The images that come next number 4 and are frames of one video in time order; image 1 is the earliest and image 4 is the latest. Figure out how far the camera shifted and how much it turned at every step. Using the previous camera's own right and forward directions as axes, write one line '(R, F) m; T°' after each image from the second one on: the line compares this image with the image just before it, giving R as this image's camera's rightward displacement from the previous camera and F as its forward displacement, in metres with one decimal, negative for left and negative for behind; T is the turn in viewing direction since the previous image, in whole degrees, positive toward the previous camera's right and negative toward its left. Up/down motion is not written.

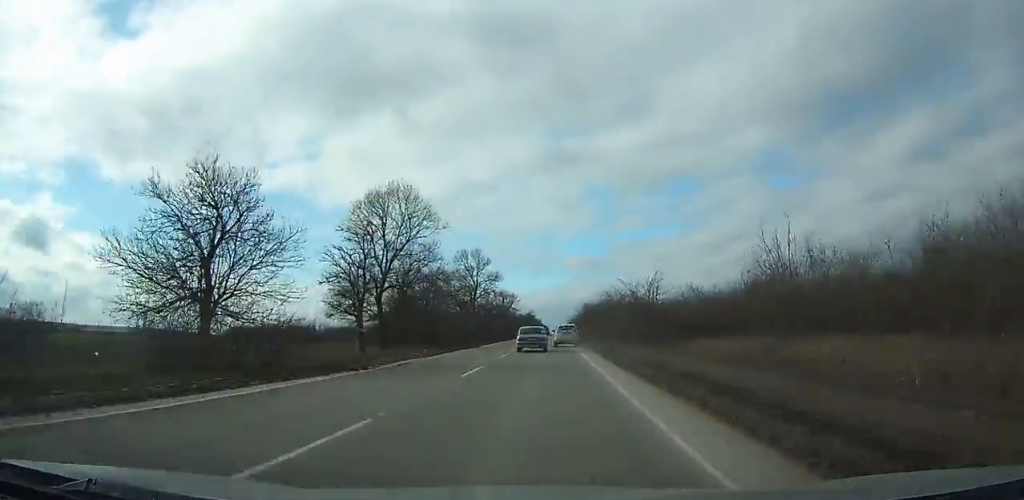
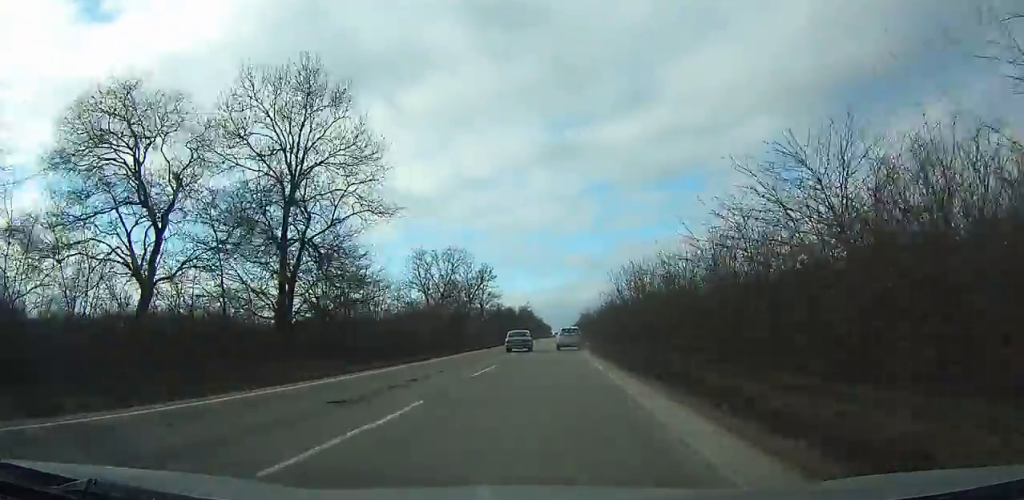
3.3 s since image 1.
(-0.8, +70.8) m; -1°
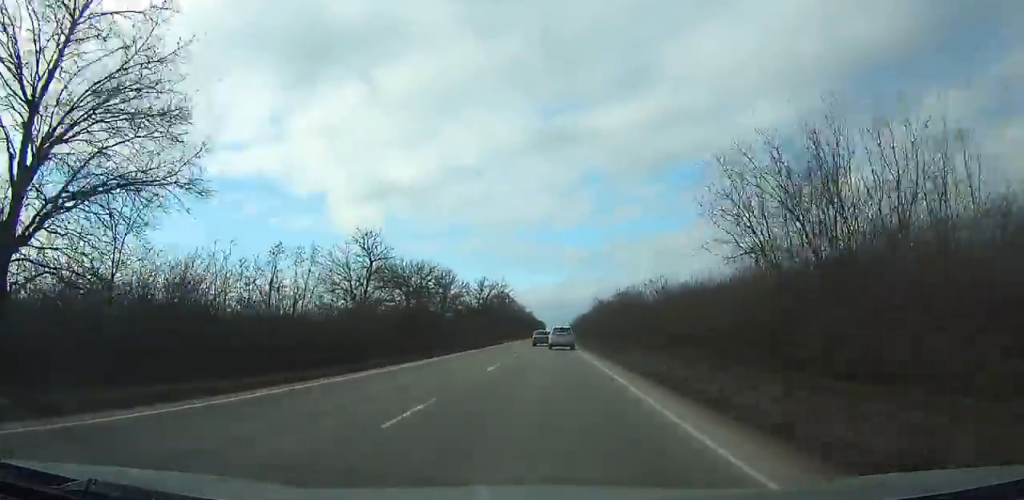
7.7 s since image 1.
(+1.1, +93.1) m; +1°
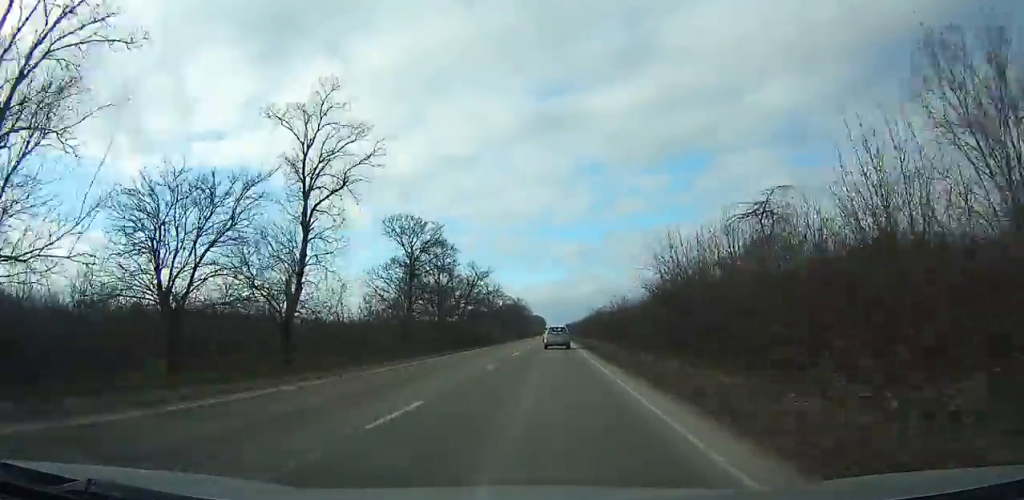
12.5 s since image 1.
(-0.4, +107.9) m; -1°
